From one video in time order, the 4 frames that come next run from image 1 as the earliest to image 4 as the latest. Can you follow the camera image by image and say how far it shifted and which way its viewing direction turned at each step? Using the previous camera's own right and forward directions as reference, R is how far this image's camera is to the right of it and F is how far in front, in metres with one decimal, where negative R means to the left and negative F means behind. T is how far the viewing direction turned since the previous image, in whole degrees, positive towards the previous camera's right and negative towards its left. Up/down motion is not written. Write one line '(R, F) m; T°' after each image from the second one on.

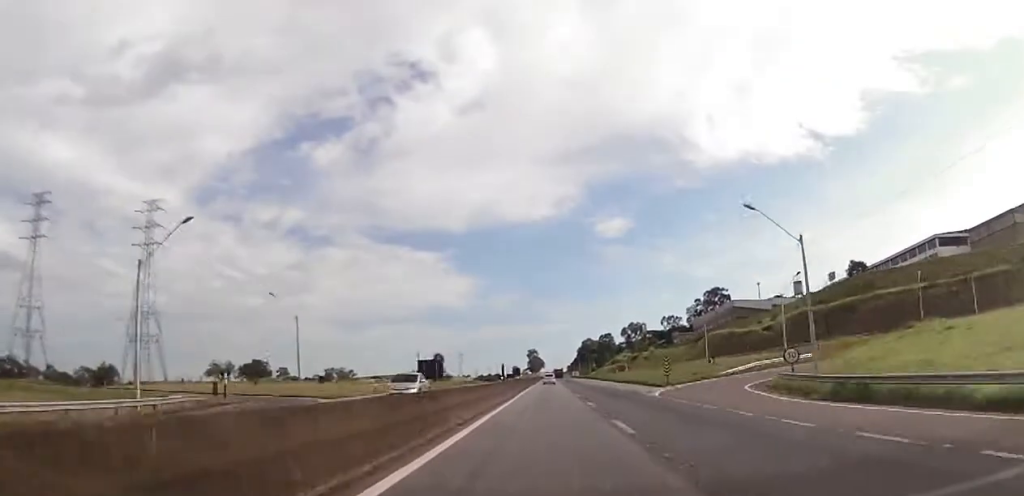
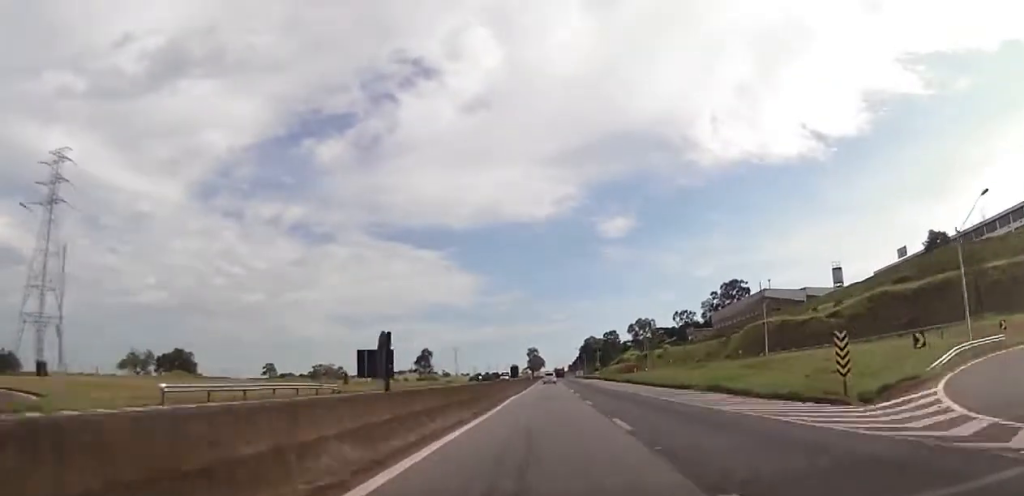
(+0.1, +35.1) m; 0°
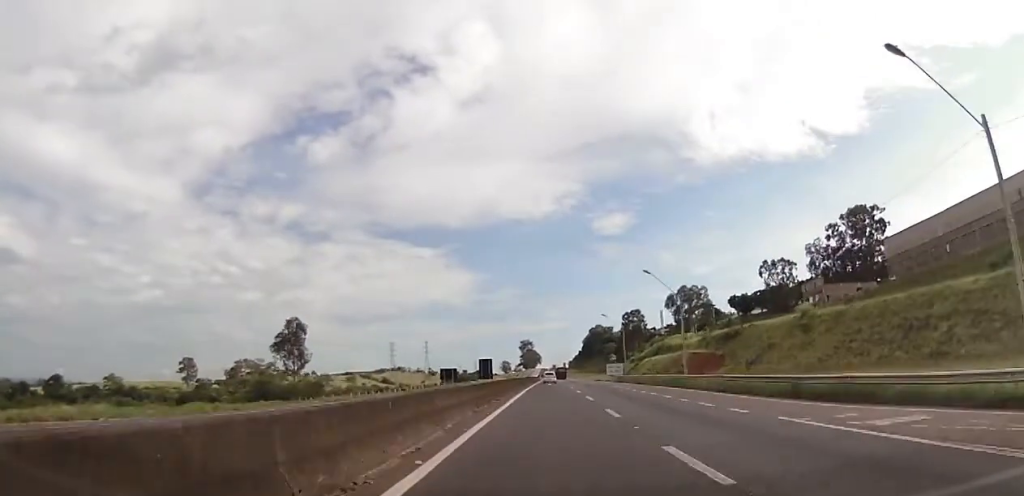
(-1.2, +152.0) m; 0°
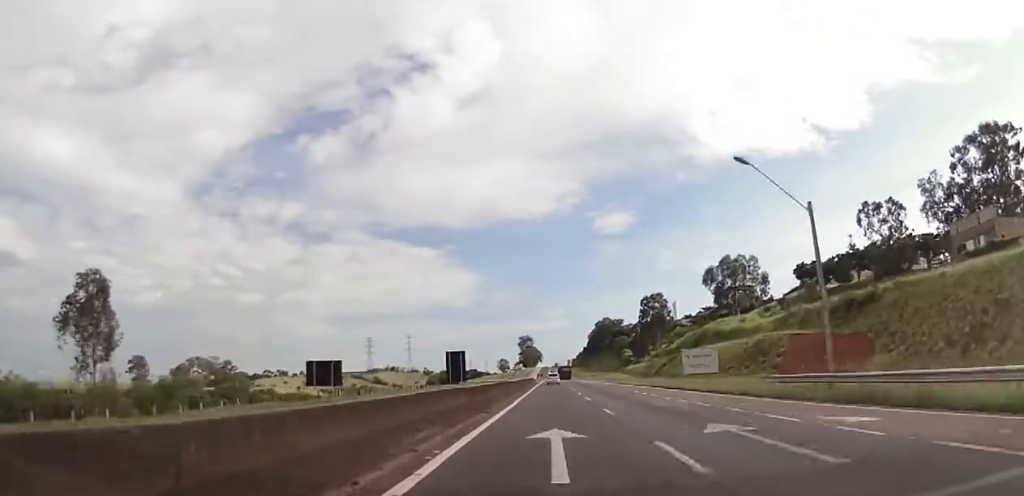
(+0.4, +69.7) m; 0°
